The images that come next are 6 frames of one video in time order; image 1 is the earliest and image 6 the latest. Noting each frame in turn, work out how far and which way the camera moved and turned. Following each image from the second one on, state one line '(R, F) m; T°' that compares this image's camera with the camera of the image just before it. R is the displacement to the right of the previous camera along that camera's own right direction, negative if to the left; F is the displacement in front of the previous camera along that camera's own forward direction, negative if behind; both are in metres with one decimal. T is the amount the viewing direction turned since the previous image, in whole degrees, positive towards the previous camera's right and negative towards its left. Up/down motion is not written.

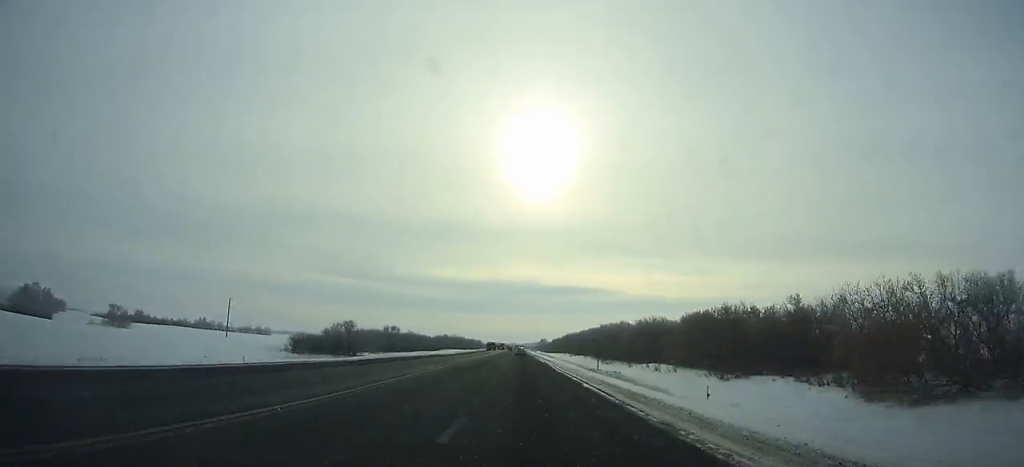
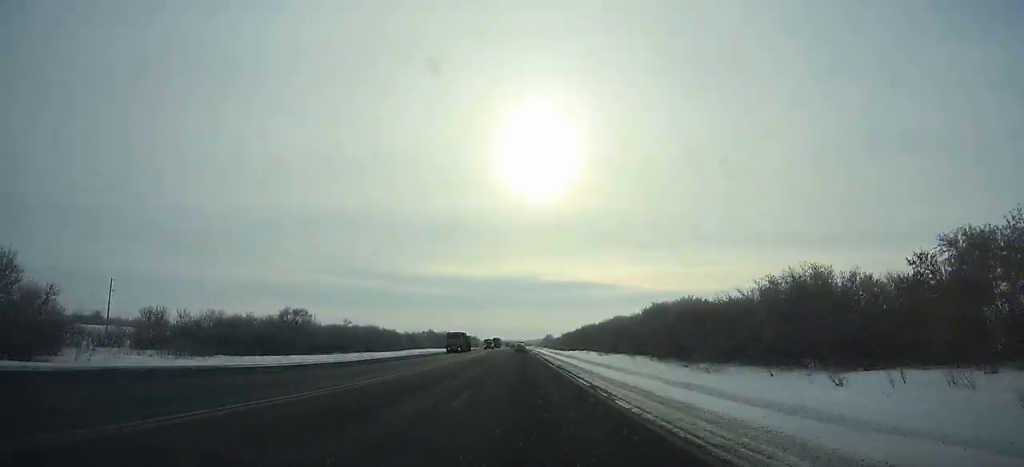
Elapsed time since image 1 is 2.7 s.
(-0.2, +67.7) m; 0°
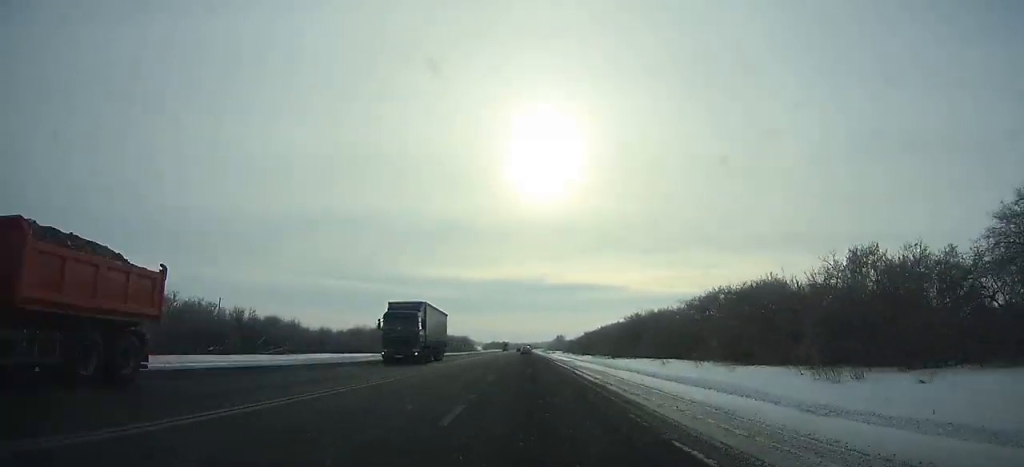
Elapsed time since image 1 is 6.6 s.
(-0.3, +98.7) m; 0°
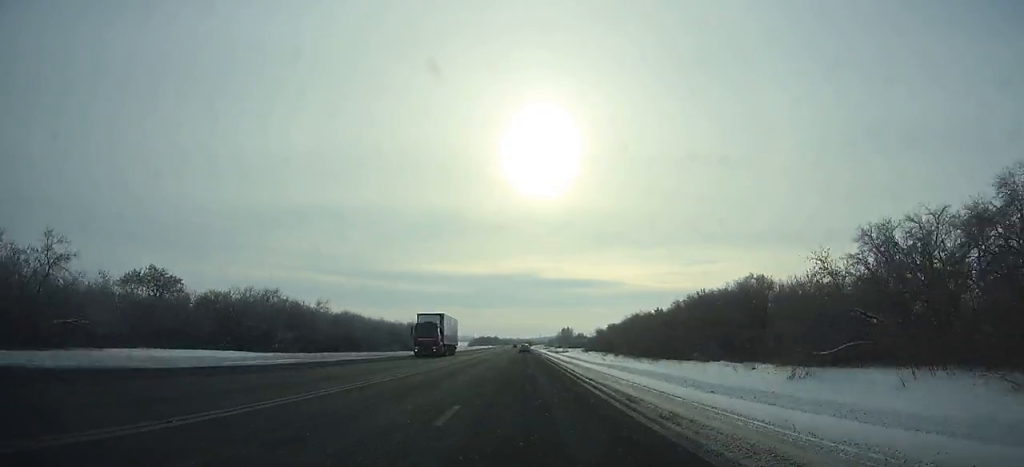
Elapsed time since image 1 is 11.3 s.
(-0.3, +119.1) m; 0°
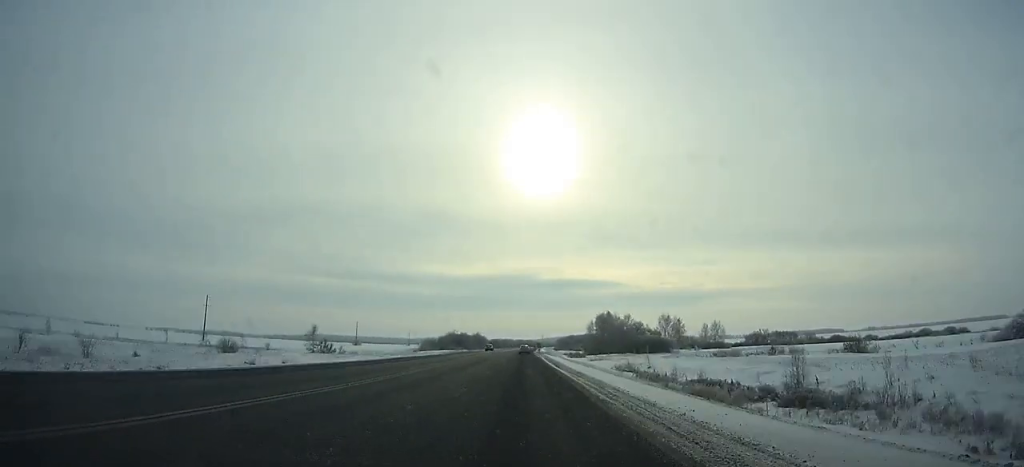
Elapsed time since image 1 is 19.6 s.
(0.0, +208.9) m; 0°
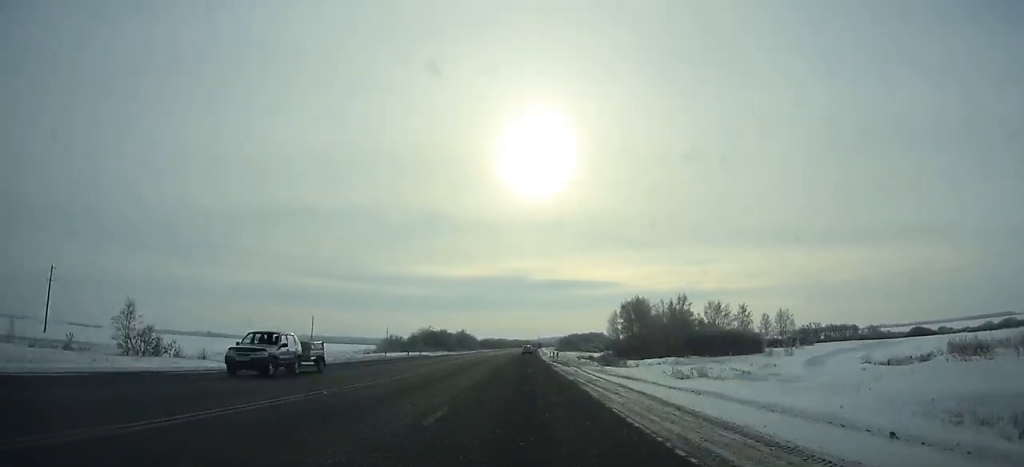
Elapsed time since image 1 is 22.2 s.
(+0.1, +65.2) m; +1°
